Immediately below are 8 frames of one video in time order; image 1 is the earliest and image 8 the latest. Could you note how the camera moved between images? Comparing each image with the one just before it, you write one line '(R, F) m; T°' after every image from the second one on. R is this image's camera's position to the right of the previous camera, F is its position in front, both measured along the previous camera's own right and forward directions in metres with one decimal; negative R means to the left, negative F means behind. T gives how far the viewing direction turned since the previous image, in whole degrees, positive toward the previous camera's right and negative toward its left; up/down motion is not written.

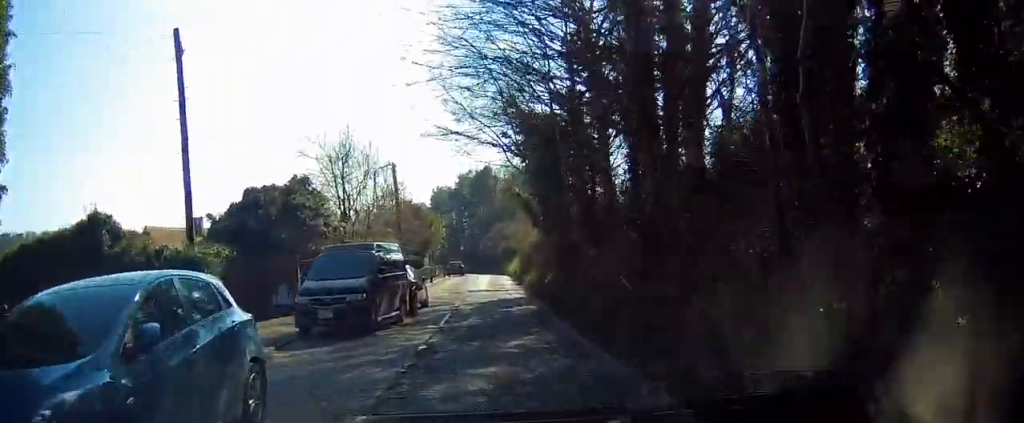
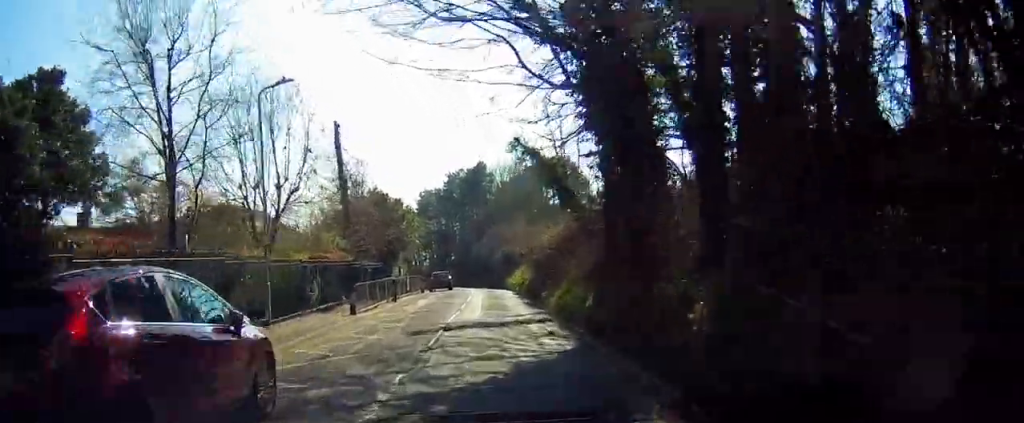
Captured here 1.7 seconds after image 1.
(-0.4, +16.1) m; -2°
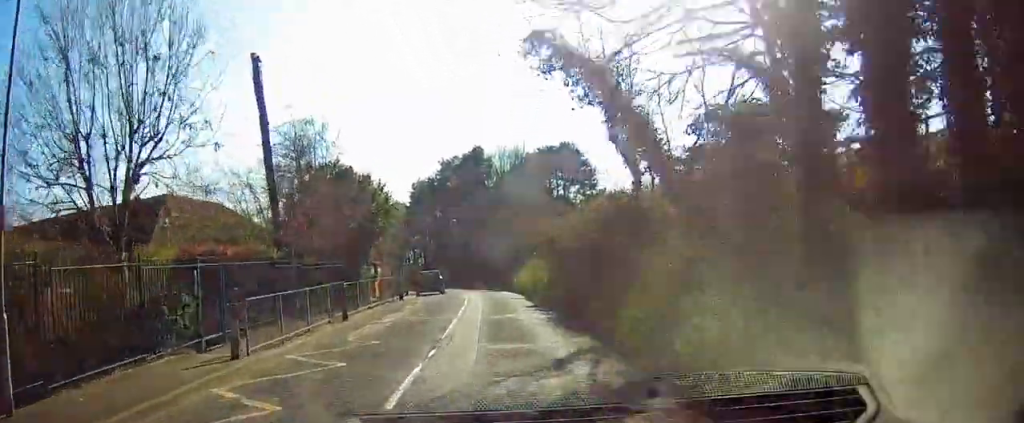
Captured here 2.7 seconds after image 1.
(0.0, +10.2) m; 0°
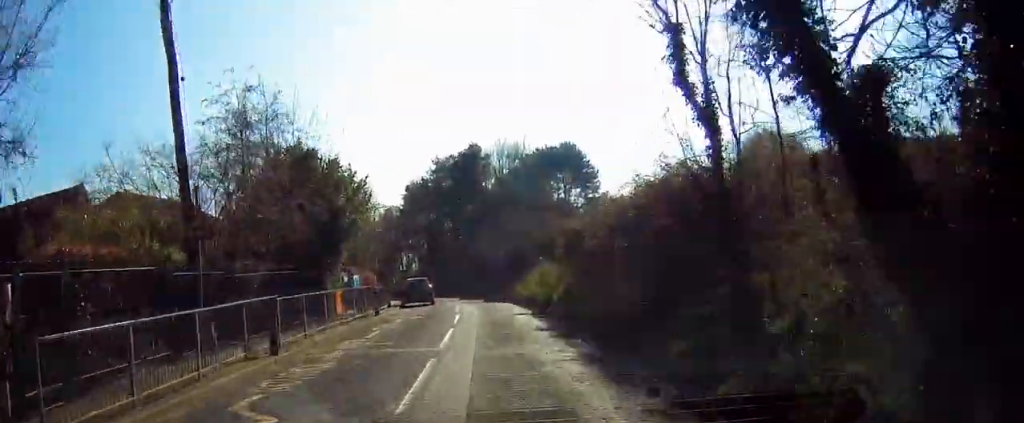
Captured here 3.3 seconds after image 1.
(+0.1, +6.1) m; 0°
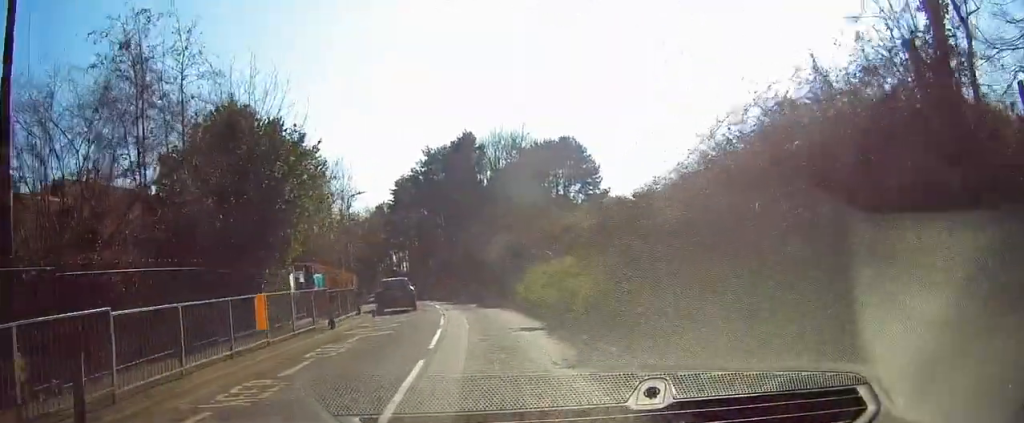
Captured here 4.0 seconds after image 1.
(-0.2, +6.4) m; 0°
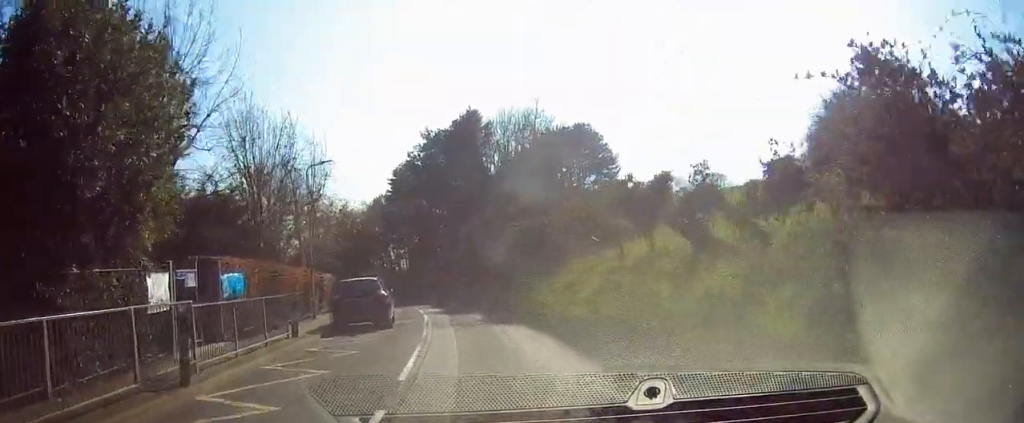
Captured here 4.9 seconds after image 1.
(+0.1, +9.5) m; 0°
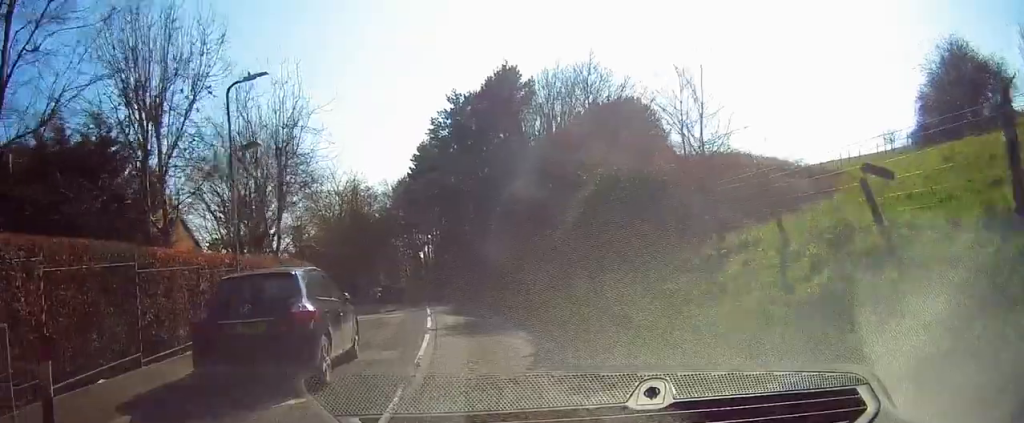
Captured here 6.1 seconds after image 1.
(-0.2, +11.1) m; -3°
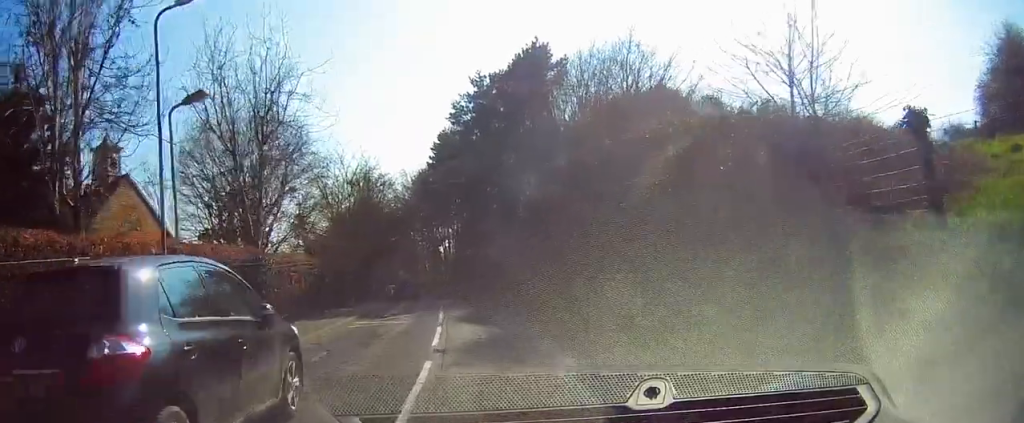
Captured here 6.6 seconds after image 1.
(-0.1, +4.9) m; -1°
